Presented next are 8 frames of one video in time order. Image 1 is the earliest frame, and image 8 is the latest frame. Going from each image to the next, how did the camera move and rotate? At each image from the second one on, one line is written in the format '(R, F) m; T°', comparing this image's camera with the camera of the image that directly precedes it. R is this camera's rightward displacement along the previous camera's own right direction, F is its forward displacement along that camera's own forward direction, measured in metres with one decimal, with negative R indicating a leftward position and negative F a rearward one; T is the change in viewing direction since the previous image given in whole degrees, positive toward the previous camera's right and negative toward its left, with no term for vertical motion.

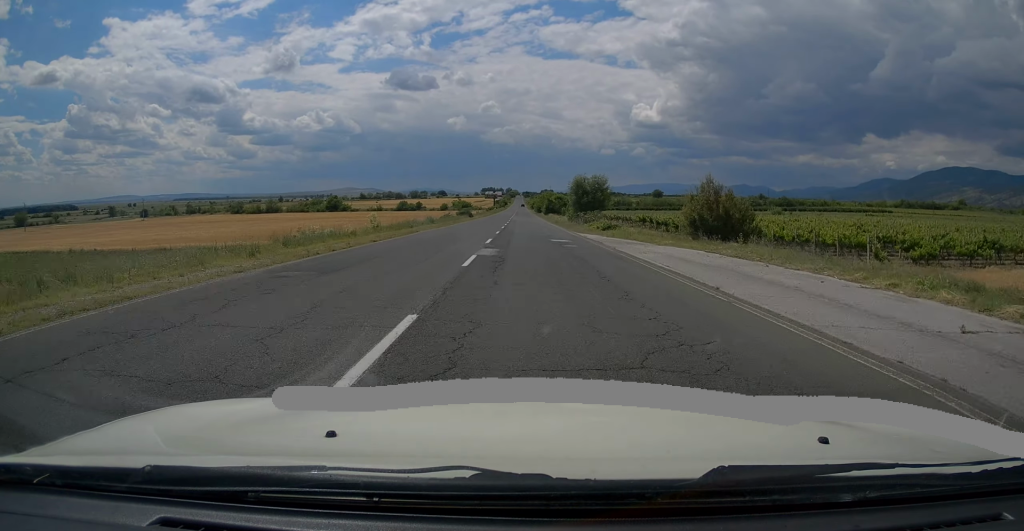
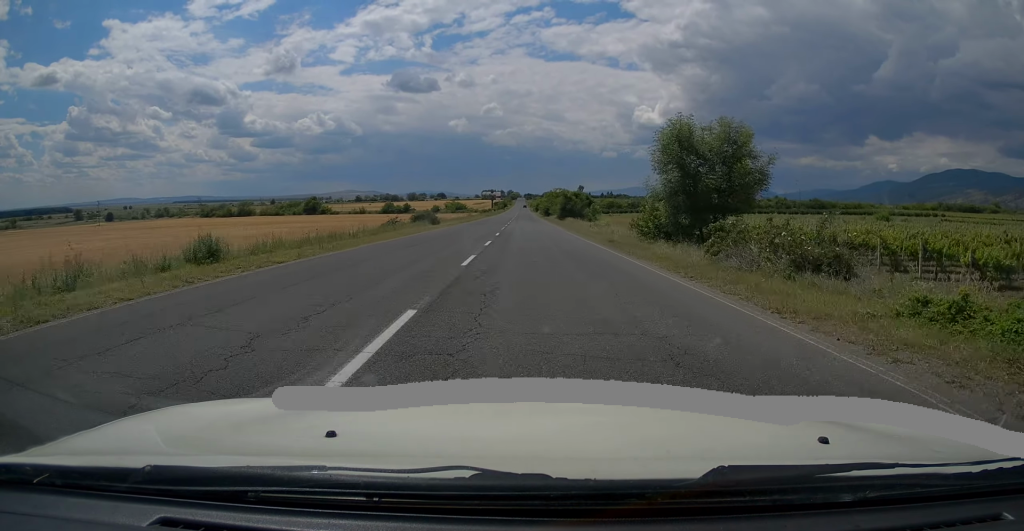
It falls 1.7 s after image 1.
(-0.1, +35.9) m; 0°
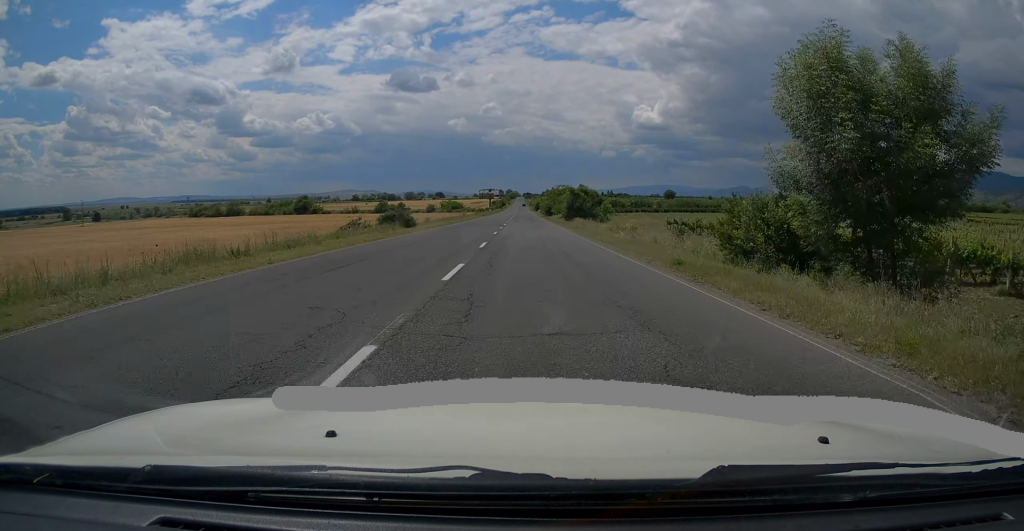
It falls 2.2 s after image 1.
(+0.2, +10.6) m; 0°
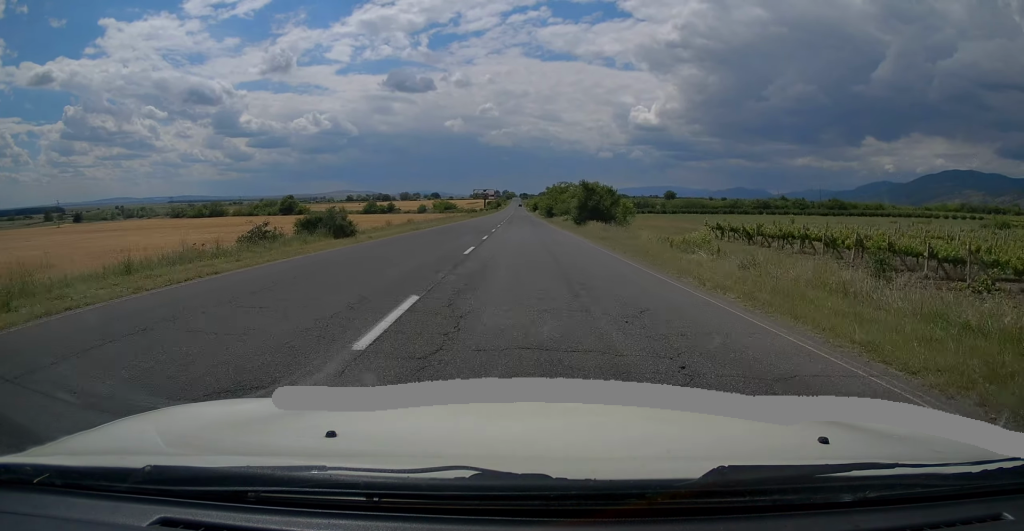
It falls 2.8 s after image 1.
(0.0, +13.6) m; 0°
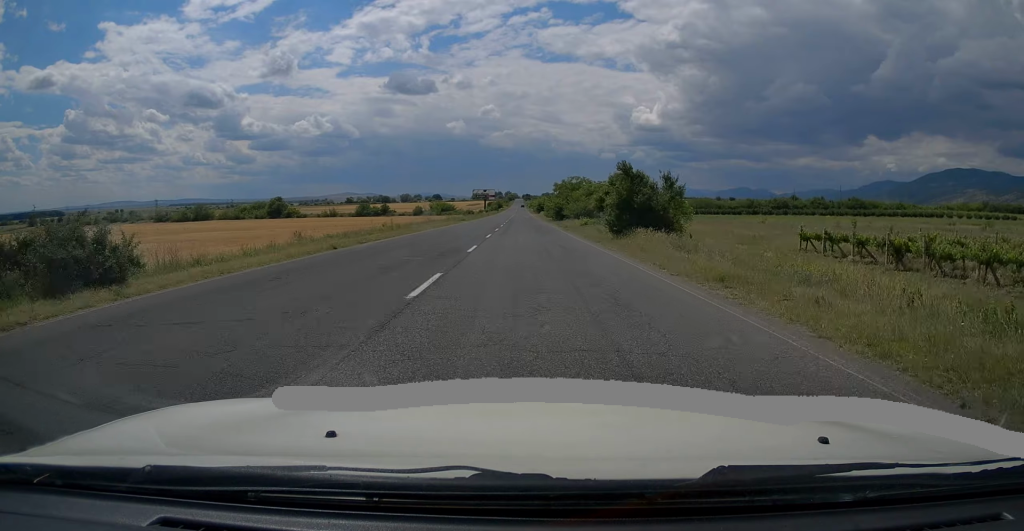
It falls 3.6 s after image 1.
(-0.3, +15.9) m; 0°
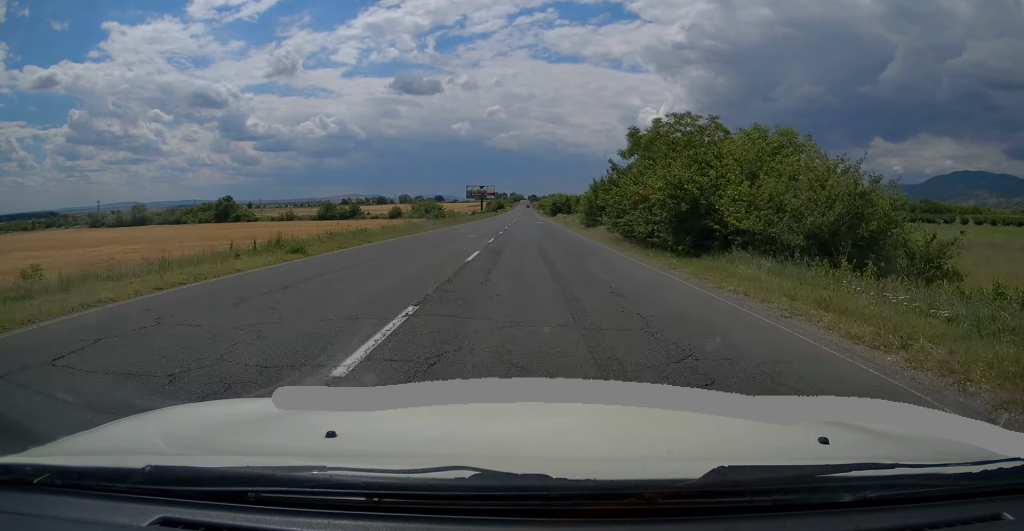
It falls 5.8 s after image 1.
(-0.2, +49.4) m; -1°
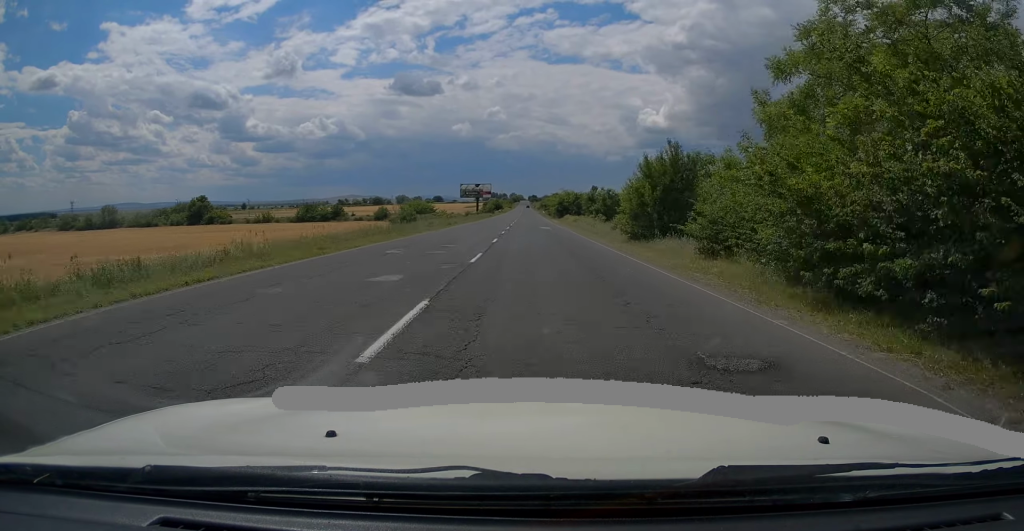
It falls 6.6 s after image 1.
(0.0, +17.4) m; 0°
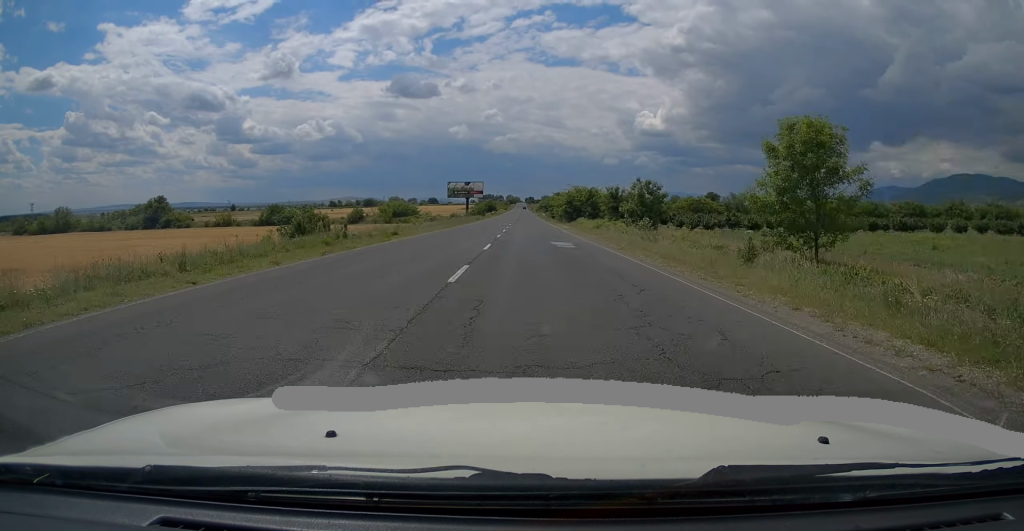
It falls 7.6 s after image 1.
(0.0, +21.9) m; +1°
